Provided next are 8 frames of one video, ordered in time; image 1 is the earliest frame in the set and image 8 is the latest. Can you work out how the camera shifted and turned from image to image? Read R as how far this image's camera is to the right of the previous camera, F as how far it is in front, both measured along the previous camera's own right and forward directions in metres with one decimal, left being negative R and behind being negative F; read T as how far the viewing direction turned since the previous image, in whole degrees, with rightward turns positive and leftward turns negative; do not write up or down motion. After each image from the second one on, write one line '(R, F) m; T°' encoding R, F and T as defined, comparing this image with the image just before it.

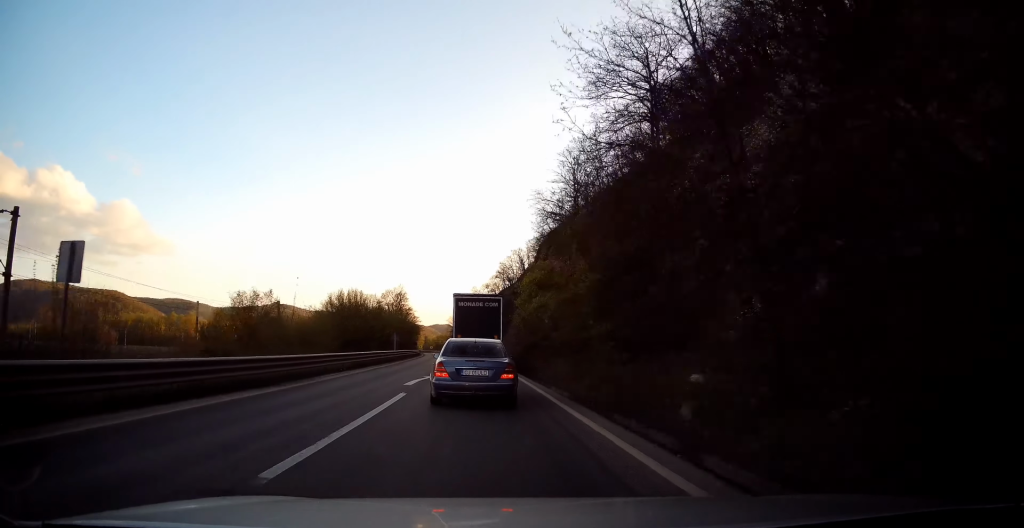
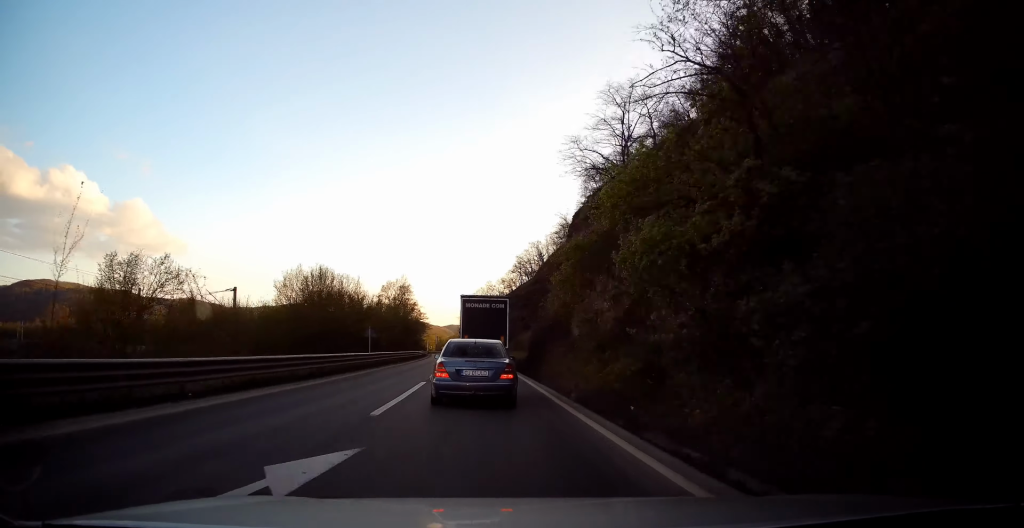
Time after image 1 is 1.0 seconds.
(-0.2, +16.3) m; -1°
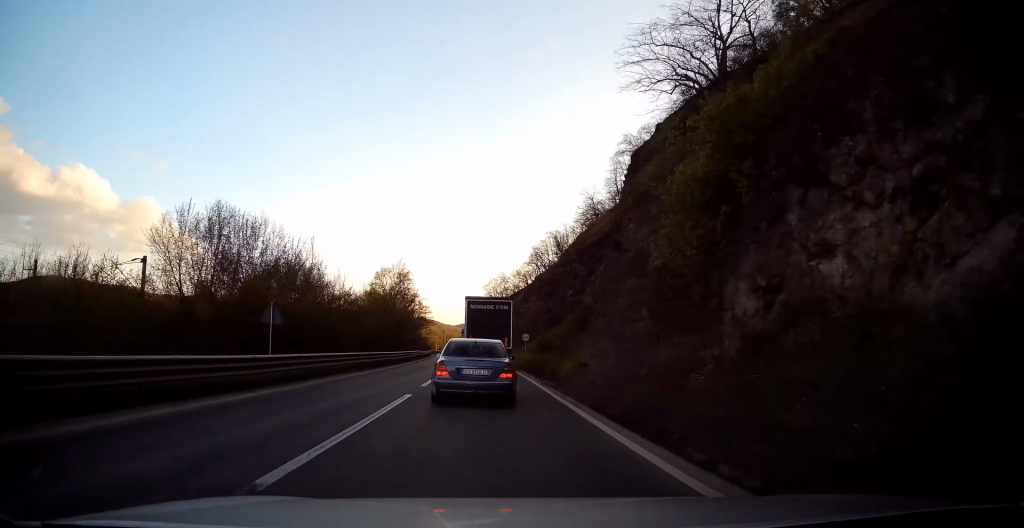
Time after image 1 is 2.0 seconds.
(0.0, +17.3) m; 0°
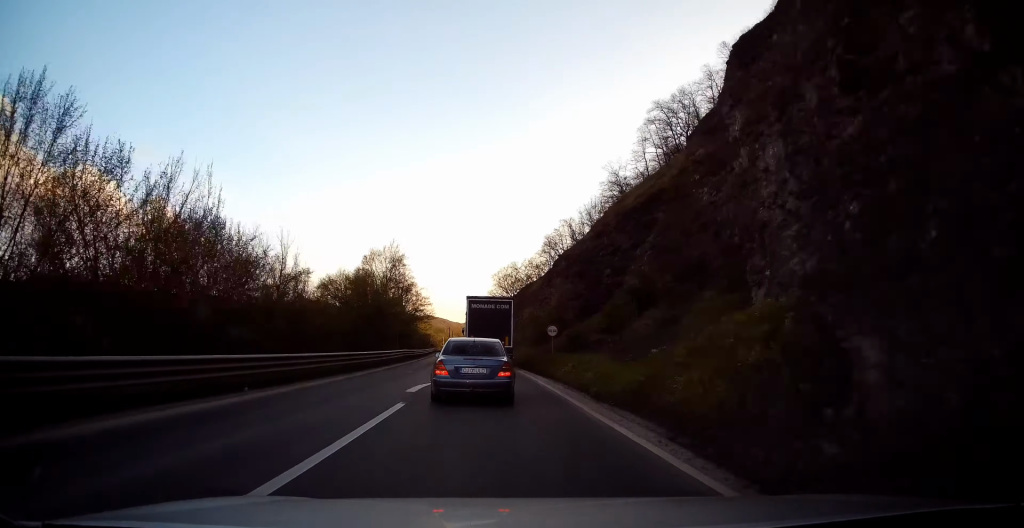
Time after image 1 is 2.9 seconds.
(0.0, +14.5) m; -2°
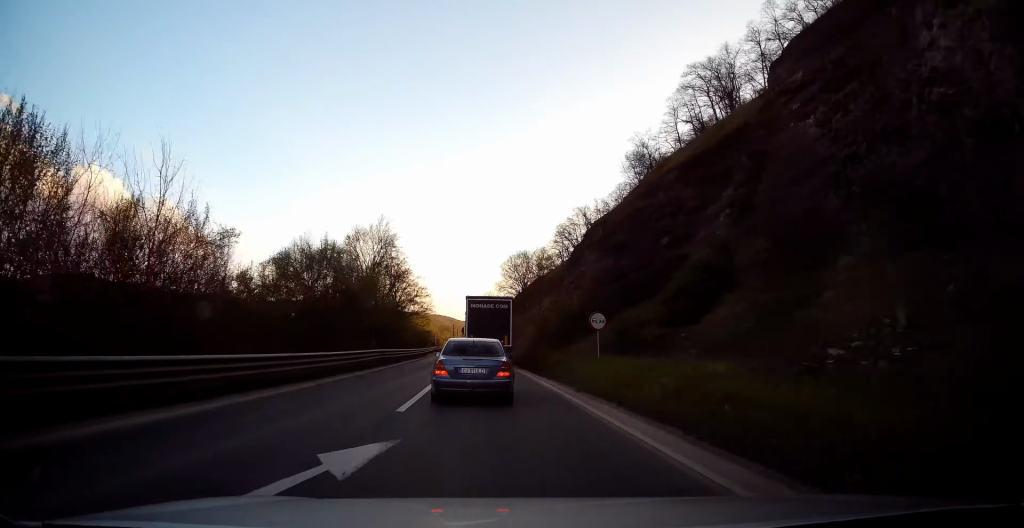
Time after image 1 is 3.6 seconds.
(-0.4, +12.8) m; -2°
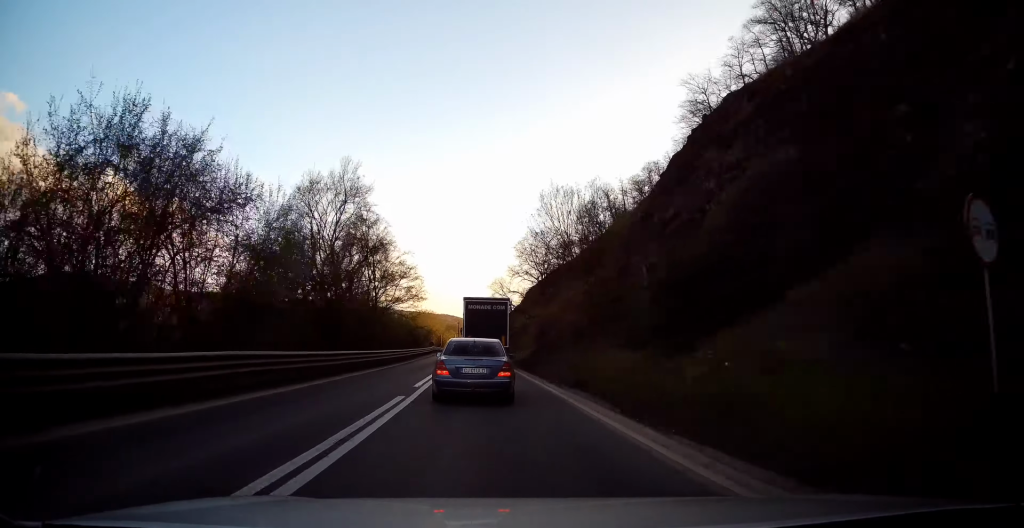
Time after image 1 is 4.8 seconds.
(-0.2, +19.0) m; -1°
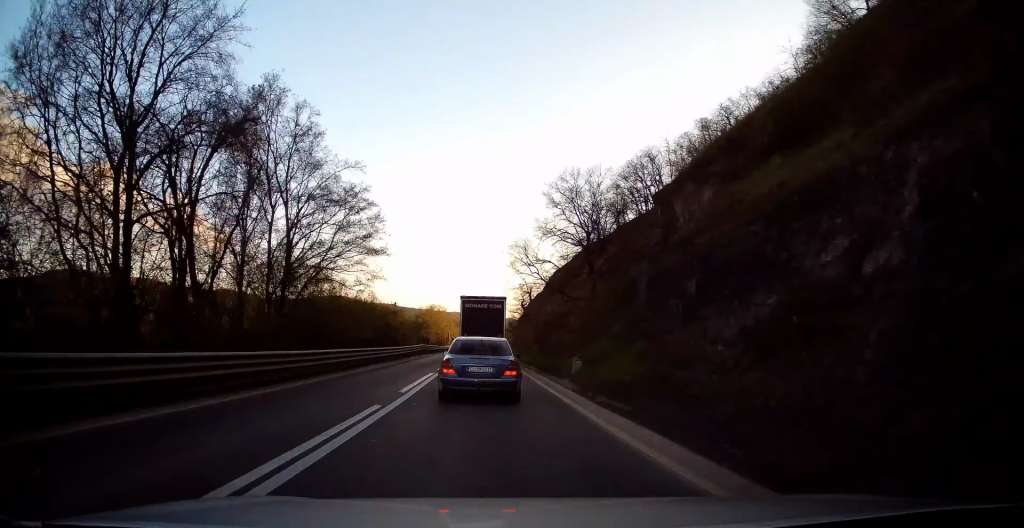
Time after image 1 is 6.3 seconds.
(0.0, +26.3) m; 0°
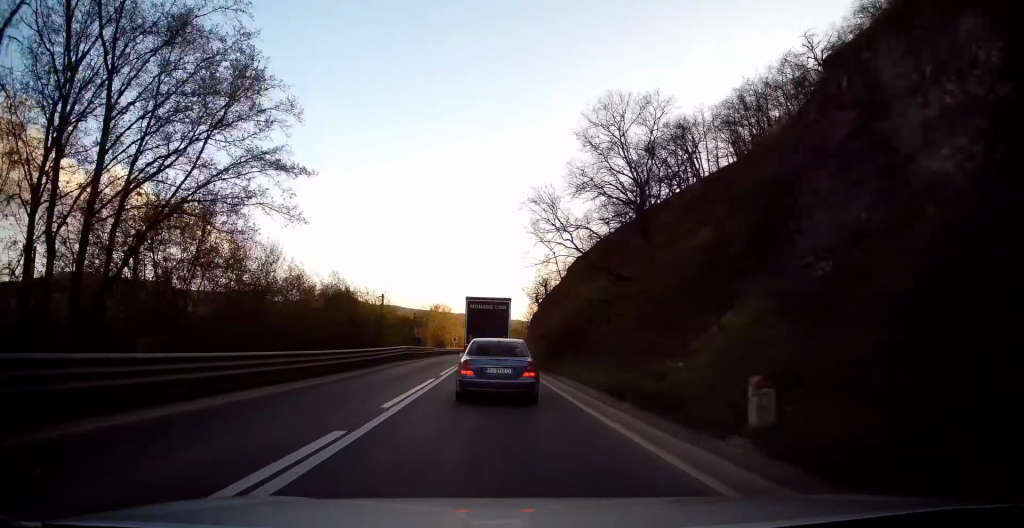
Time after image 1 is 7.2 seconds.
(-0.1, +15.0) m; -1°
